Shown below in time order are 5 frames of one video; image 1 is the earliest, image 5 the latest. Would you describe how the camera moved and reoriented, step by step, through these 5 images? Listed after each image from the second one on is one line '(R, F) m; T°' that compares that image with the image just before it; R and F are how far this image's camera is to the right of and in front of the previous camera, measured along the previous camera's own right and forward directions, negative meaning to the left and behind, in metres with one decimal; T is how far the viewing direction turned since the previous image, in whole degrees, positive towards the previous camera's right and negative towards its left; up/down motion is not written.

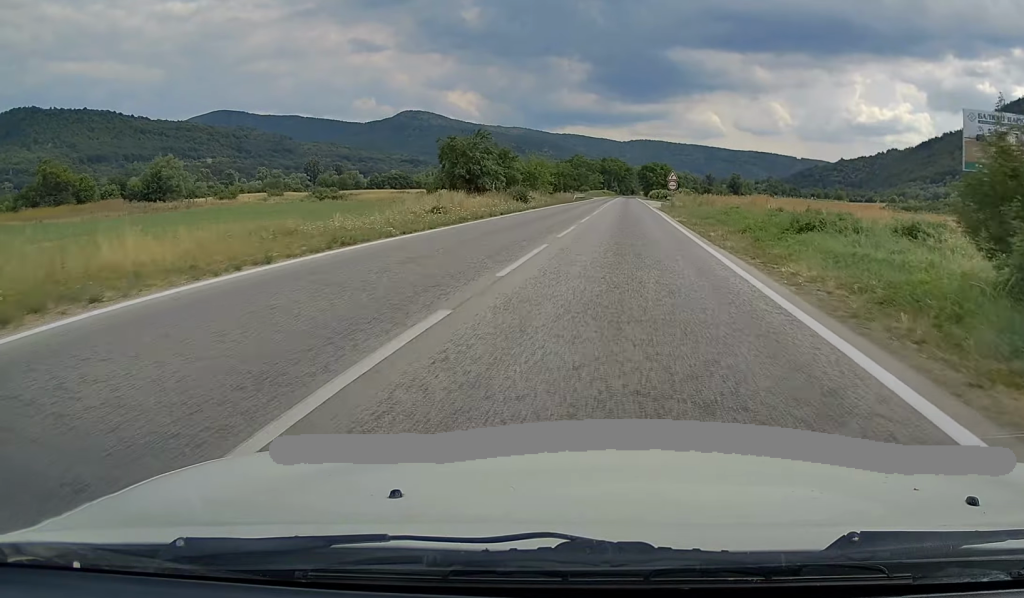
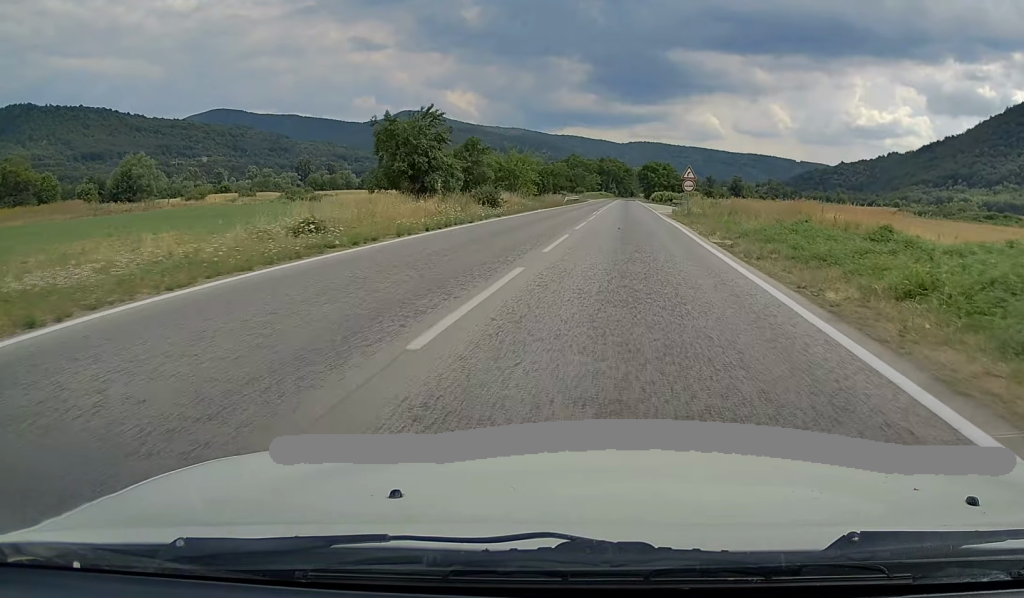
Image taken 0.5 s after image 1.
(0.0, +13.8) m; 0°
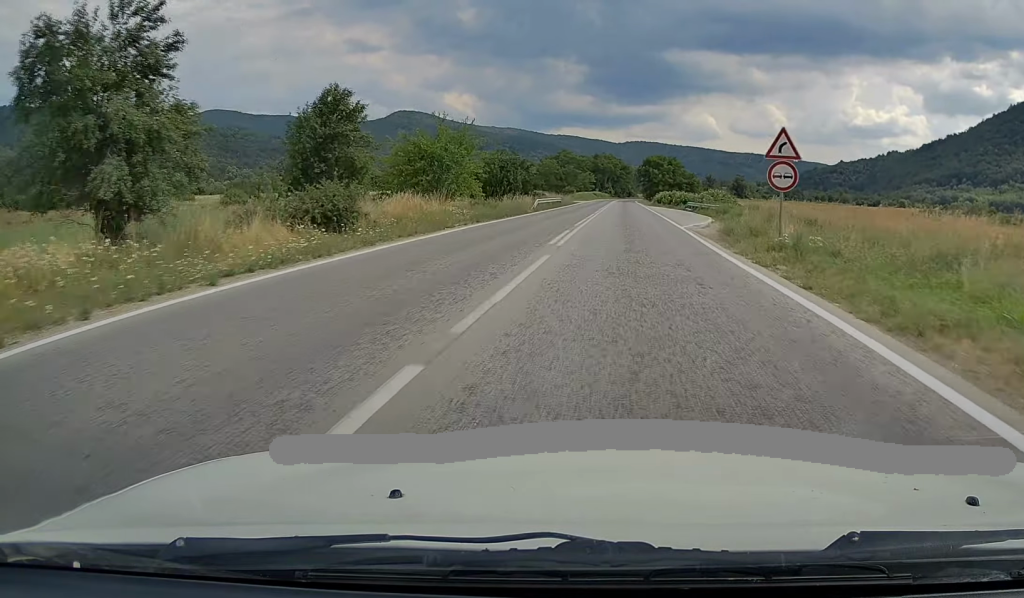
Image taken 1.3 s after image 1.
(0.0, +24.6) m; 0°
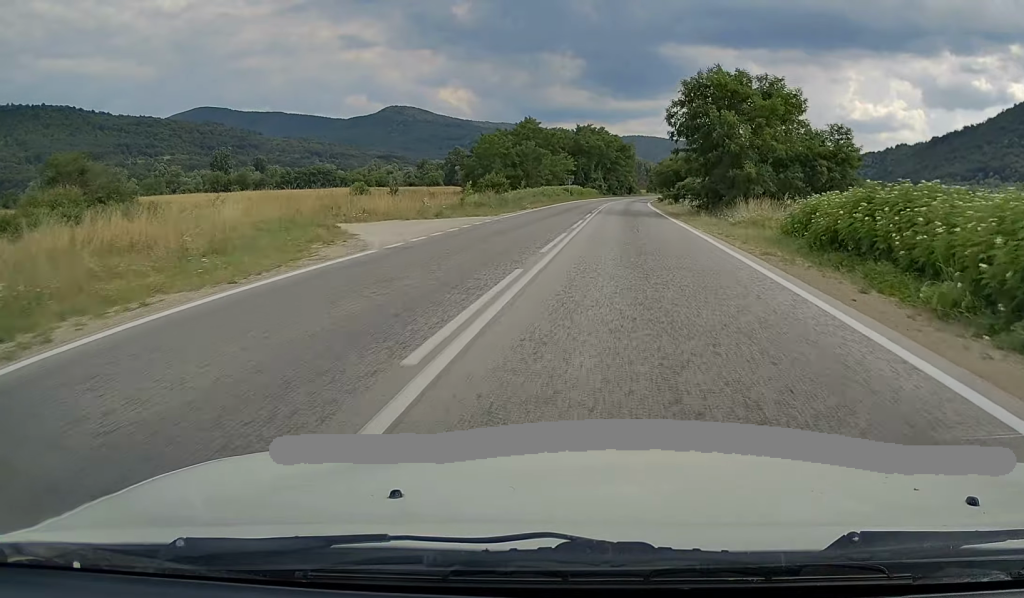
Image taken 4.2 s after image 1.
(+0.5, +83.0) m; +1°
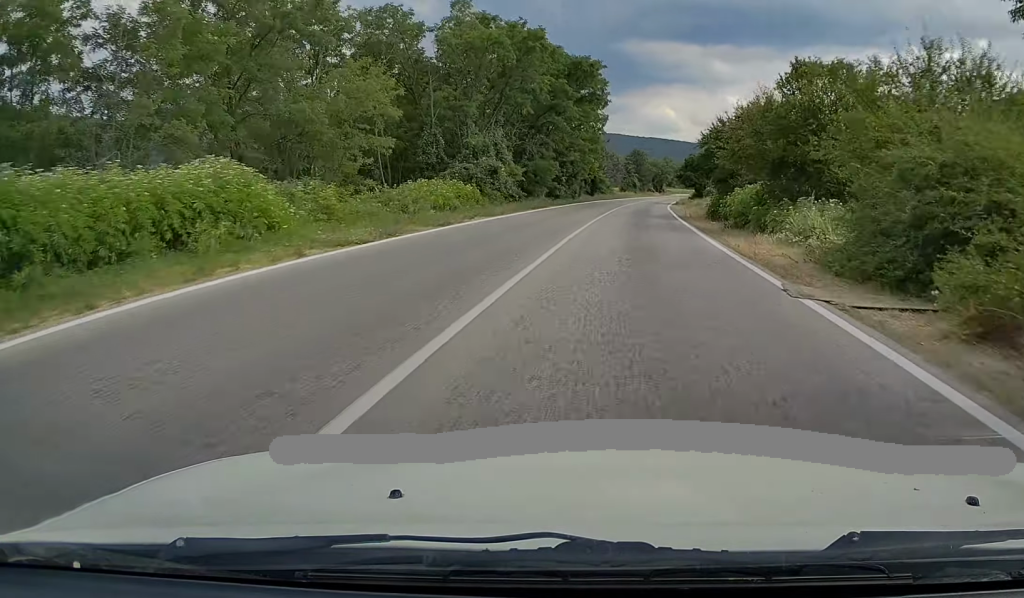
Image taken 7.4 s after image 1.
(+1.6, +93.1) m; +3°
